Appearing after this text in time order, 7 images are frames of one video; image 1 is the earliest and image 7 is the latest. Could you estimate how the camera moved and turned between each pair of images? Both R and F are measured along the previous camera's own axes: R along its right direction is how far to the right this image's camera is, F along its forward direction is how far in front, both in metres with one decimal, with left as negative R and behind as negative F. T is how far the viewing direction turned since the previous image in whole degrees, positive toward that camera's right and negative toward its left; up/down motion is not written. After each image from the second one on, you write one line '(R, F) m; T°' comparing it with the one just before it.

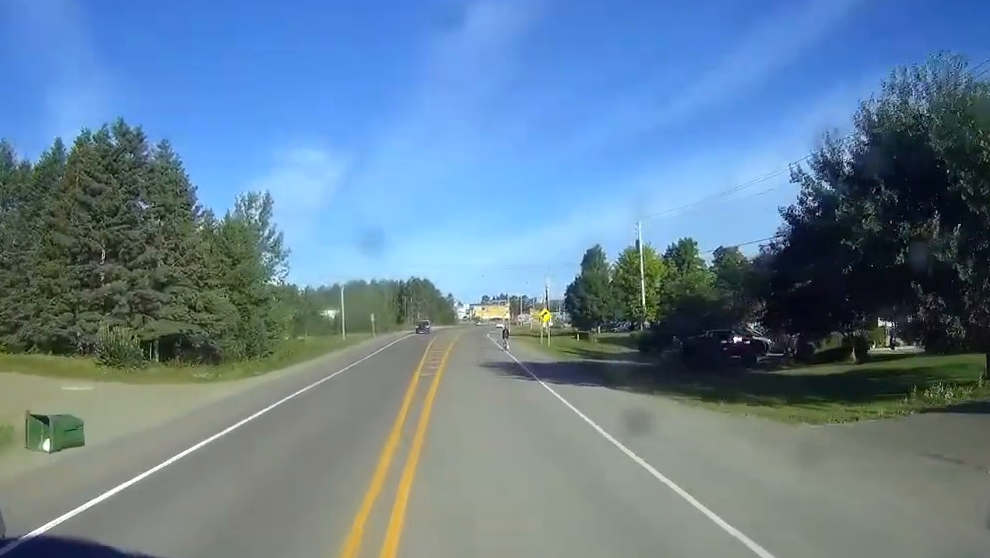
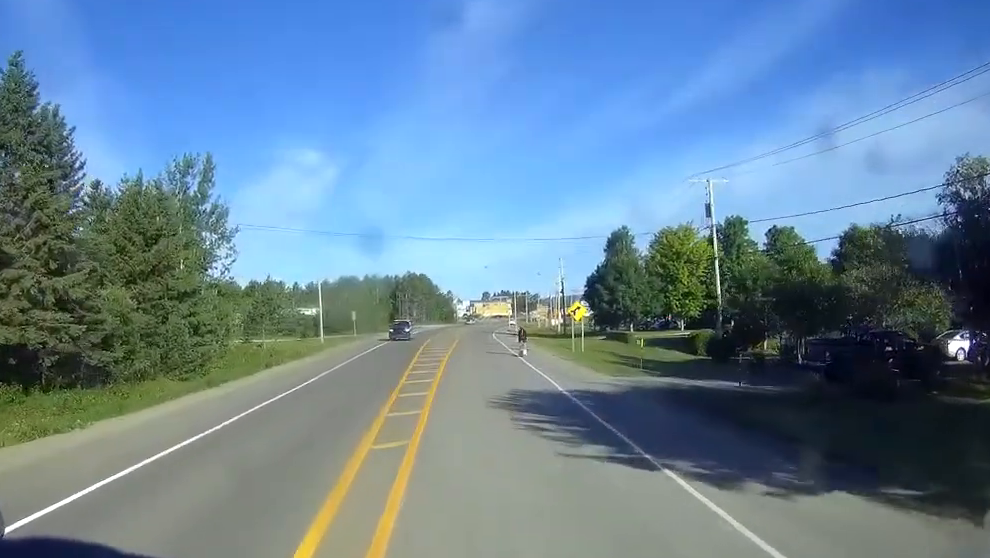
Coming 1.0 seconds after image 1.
(+0.1, +20.0) m; 0°
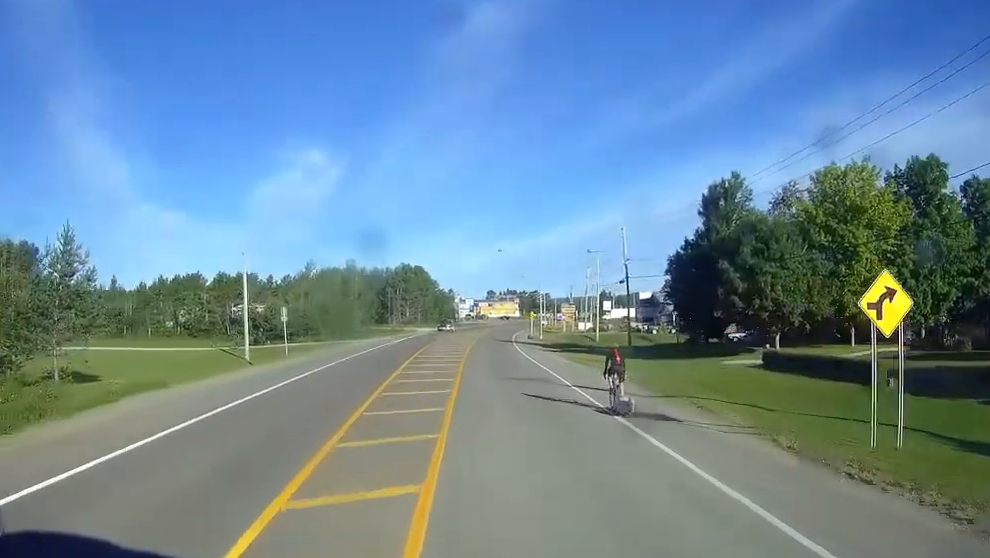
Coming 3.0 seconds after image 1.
(-0.3, +39.2) m; -1°
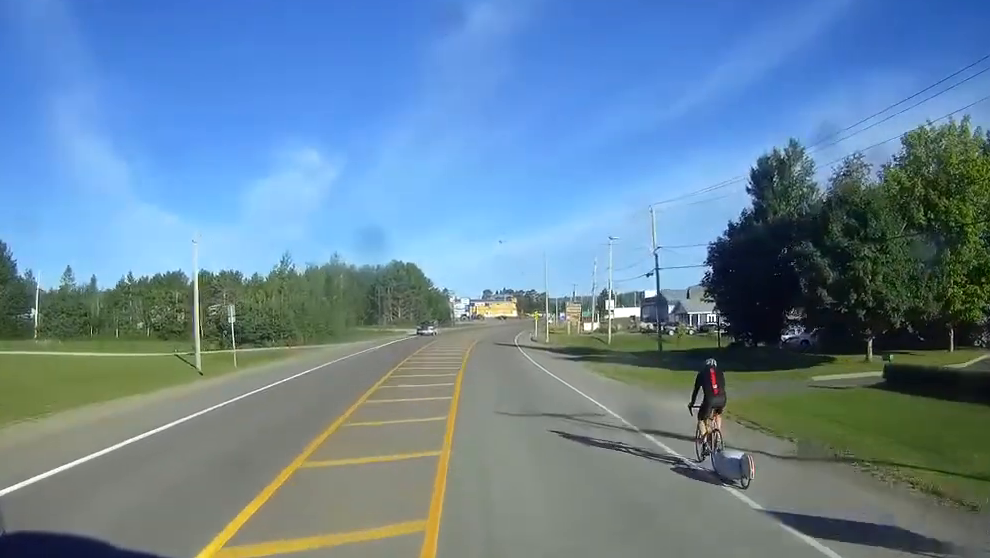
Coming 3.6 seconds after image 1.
(0.0, +11.9) m; 0°
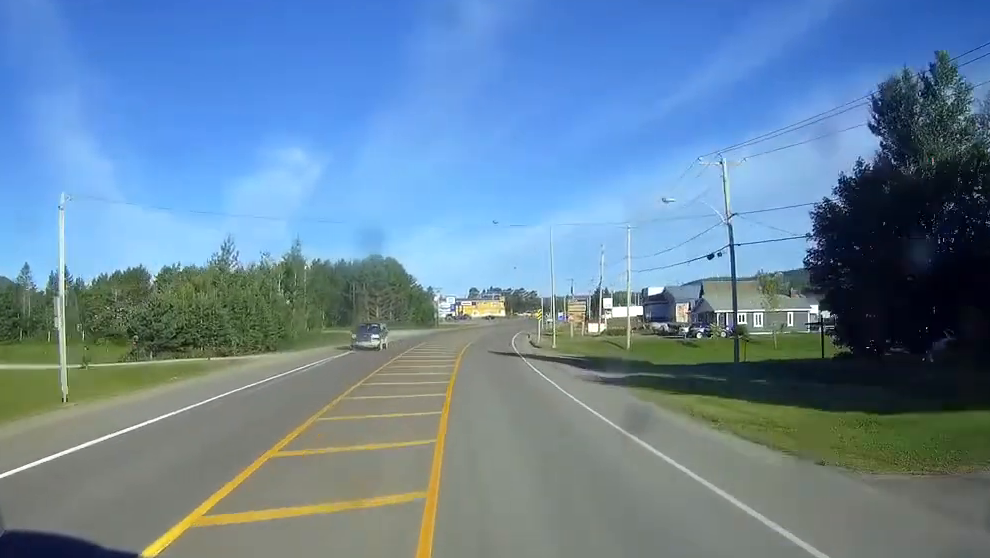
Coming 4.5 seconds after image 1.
(+0.1, +18.5) m; +1°
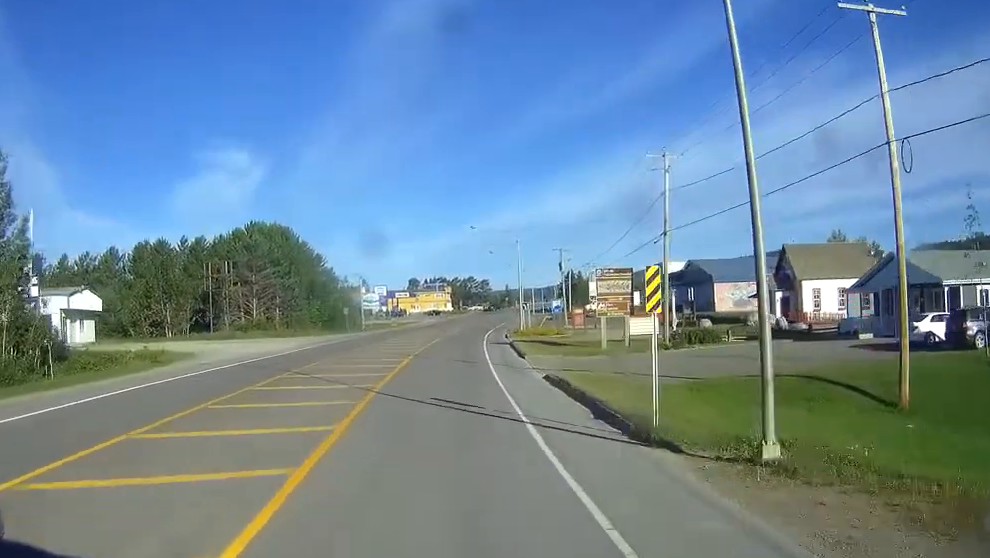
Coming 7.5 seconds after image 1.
(+2.3, +58.1) m; +4°
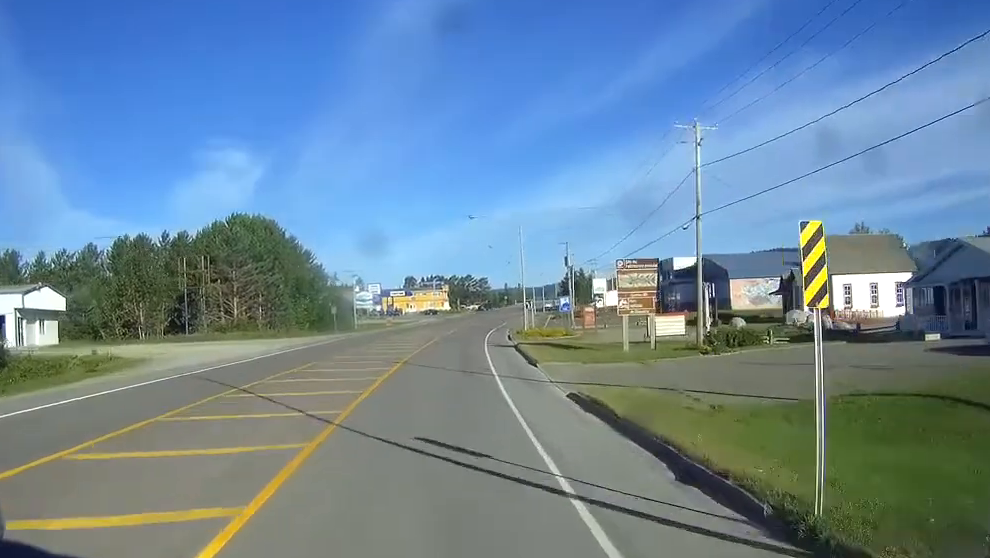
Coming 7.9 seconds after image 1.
(0.0, +7.7) m; 0°
